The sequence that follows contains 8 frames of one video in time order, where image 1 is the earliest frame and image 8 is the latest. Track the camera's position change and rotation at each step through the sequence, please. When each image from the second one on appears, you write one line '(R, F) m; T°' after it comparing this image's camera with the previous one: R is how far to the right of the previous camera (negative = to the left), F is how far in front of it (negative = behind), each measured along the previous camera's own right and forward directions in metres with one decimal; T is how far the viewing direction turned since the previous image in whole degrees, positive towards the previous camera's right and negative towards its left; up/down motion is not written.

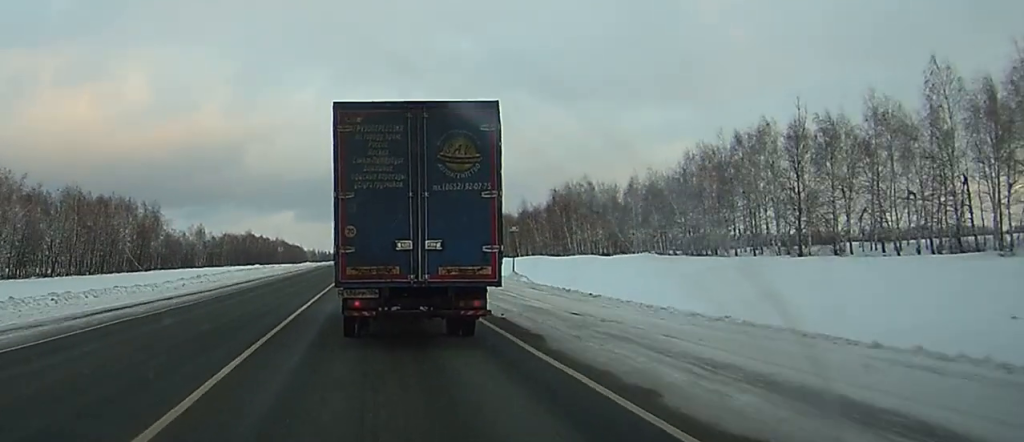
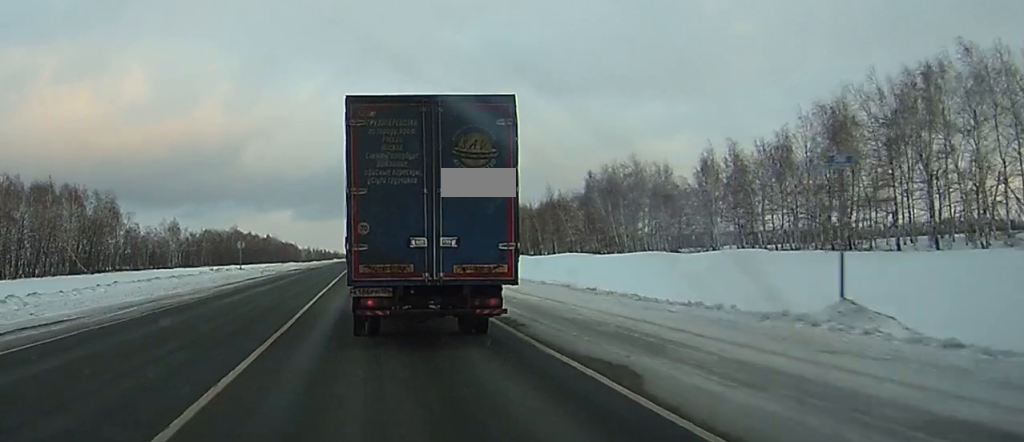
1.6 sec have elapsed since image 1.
(0.0, +33.1) m; 0°
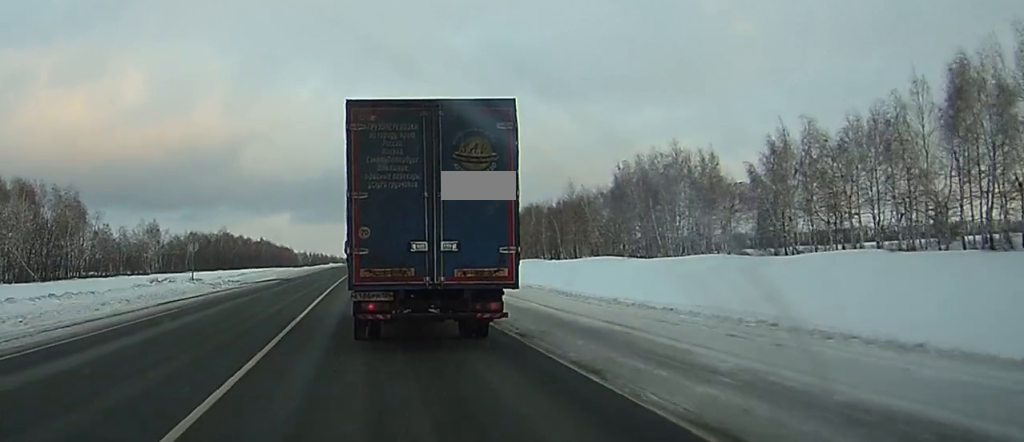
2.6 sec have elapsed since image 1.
(0.0, +20.7) m; 0°
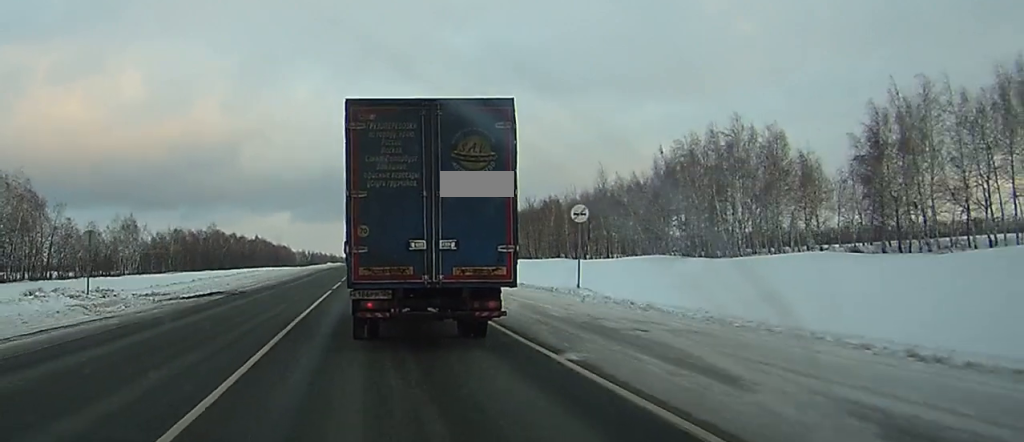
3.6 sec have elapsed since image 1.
(-0.1, +21.5) m; 0°
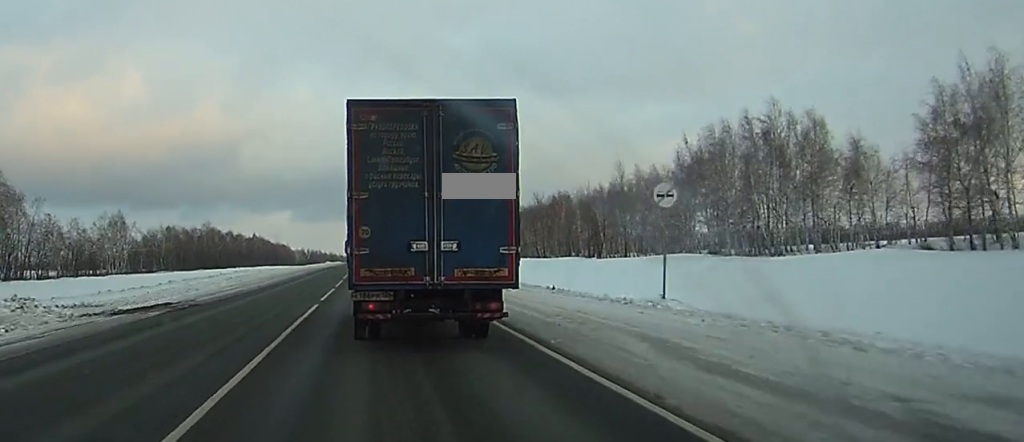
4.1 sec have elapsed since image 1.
(+0.1, +9.8) m; 0°
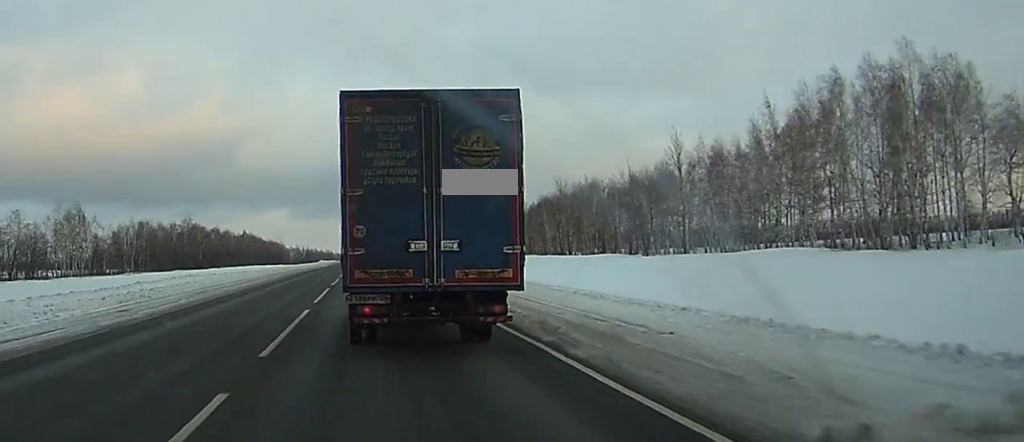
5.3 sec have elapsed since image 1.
(+0.1, +25.5) m; 0°
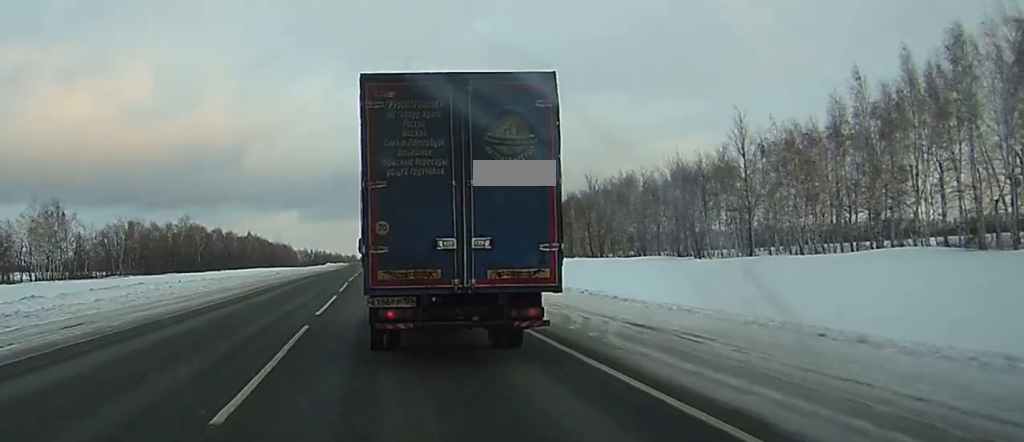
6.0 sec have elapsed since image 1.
(0.0, +16.0) m; 0°
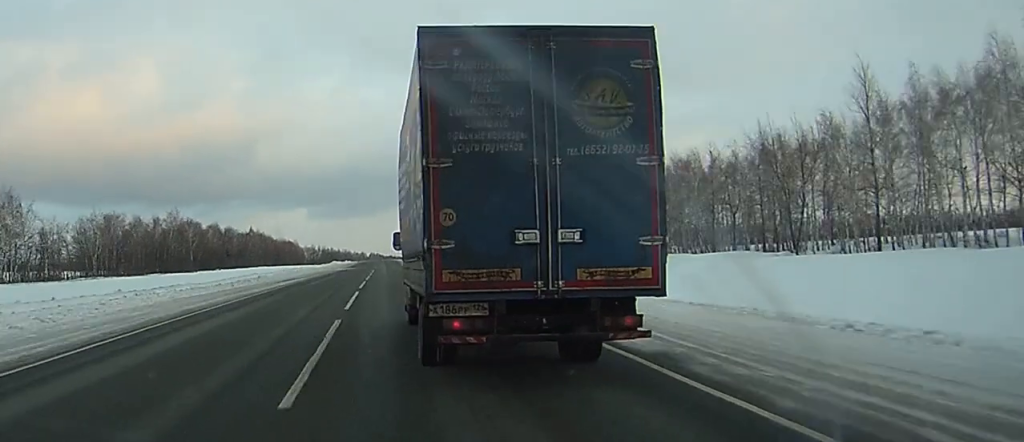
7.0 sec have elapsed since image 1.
(-0.1, +22.4) m; 0°
